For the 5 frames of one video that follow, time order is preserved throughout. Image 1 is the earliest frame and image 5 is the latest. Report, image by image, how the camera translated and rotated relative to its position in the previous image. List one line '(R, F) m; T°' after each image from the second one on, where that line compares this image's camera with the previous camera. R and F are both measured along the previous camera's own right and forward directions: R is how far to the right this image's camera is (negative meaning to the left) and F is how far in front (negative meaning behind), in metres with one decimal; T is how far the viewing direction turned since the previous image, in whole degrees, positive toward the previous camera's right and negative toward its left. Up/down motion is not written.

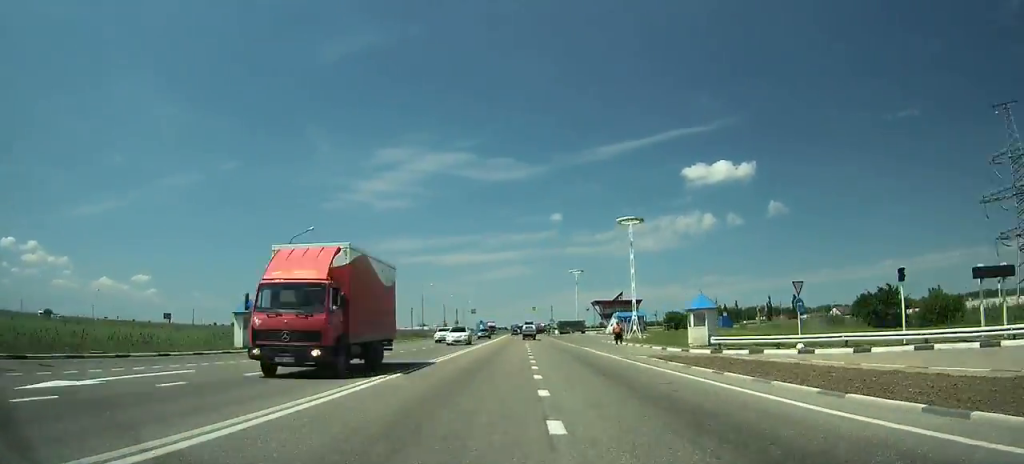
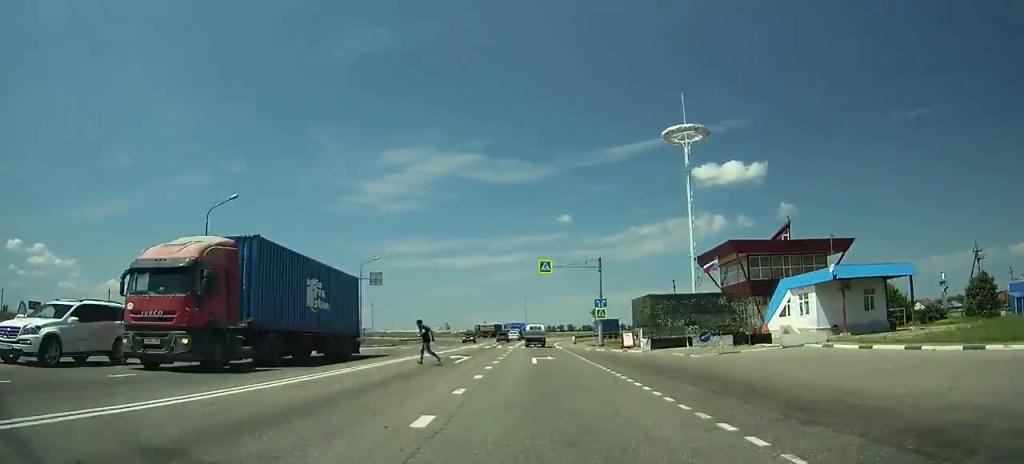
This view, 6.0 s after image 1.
(+0.1, +96.9) m; 0°
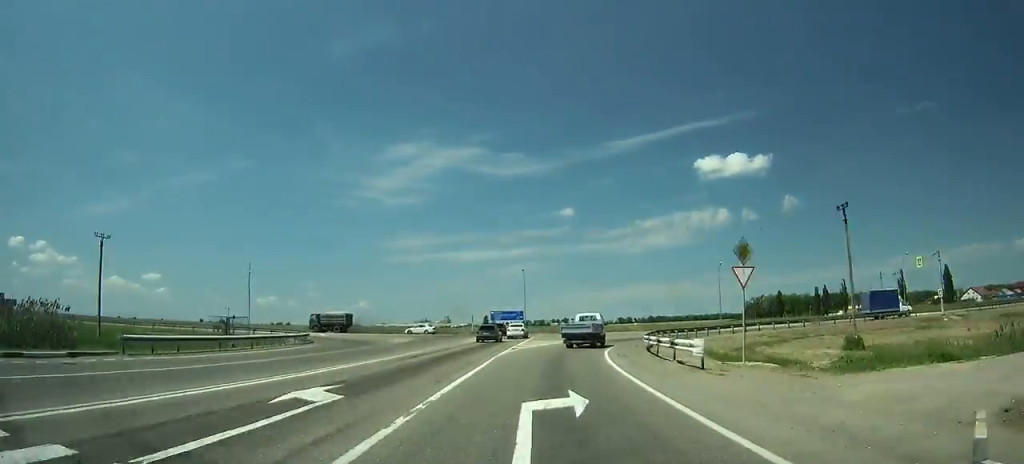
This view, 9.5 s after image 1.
(0.0, +46.6) m; +2°
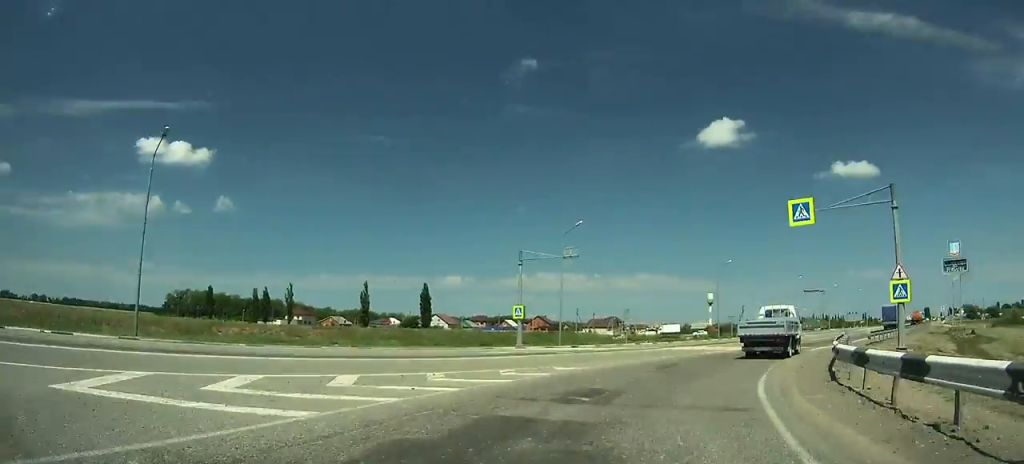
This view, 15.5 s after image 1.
(+18.1, +57.3) m; +57°
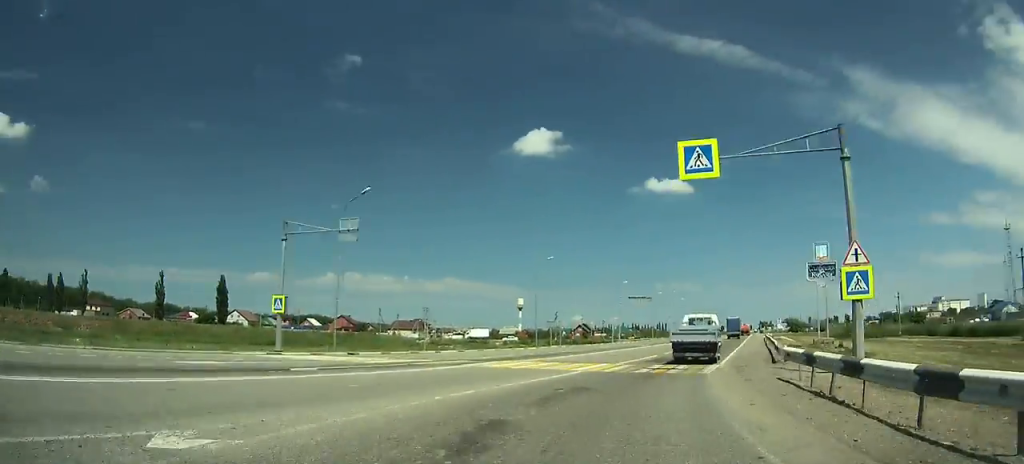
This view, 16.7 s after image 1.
(+2.2, +11.0) m; +13°
